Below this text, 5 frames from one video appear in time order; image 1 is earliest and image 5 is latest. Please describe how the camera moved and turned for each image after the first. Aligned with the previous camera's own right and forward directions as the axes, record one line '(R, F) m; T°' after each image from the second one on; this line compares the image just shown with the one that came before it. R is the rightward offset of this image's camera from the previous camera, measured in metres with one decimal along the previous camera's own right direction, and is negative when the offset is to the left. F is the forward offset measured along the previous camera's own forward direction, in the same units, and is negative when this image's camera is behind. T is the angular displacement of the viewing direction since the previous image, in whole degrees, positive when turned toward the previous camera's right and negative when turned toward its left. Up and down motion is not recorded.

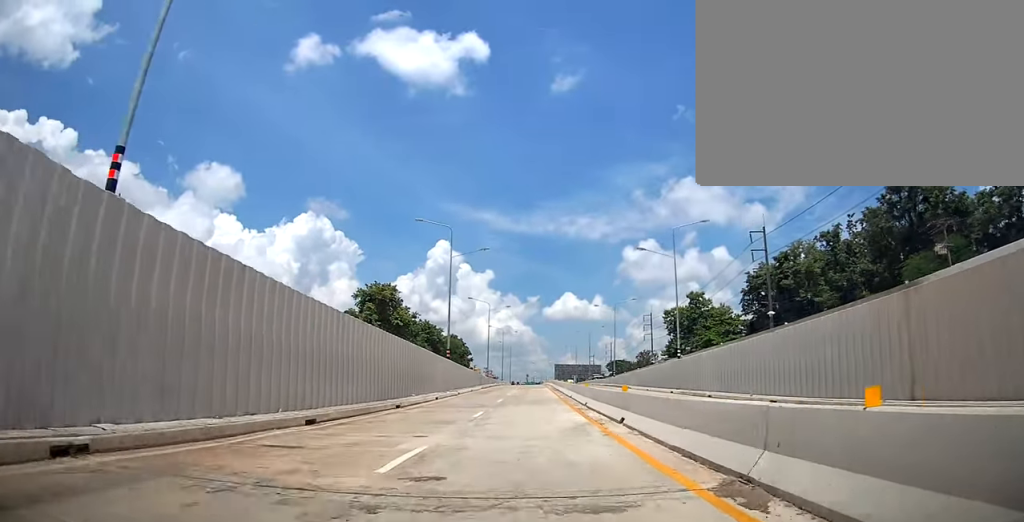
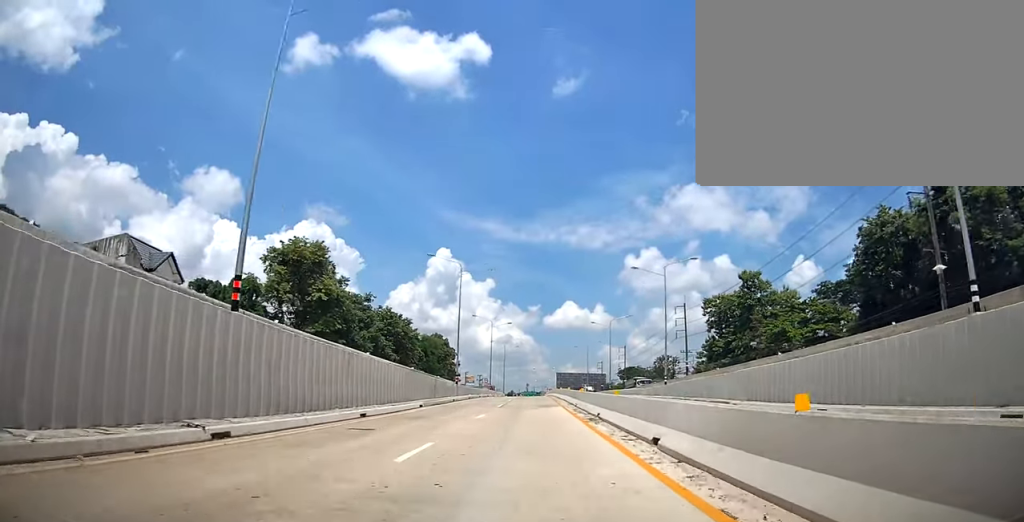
(-0.5, +34.9) m; +1°
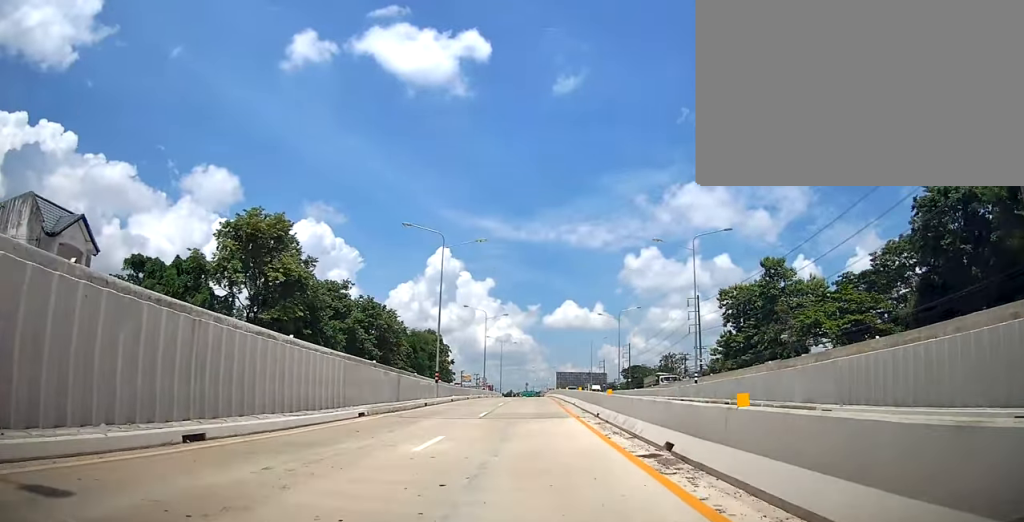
(+0.2, +10.9) m; +1°
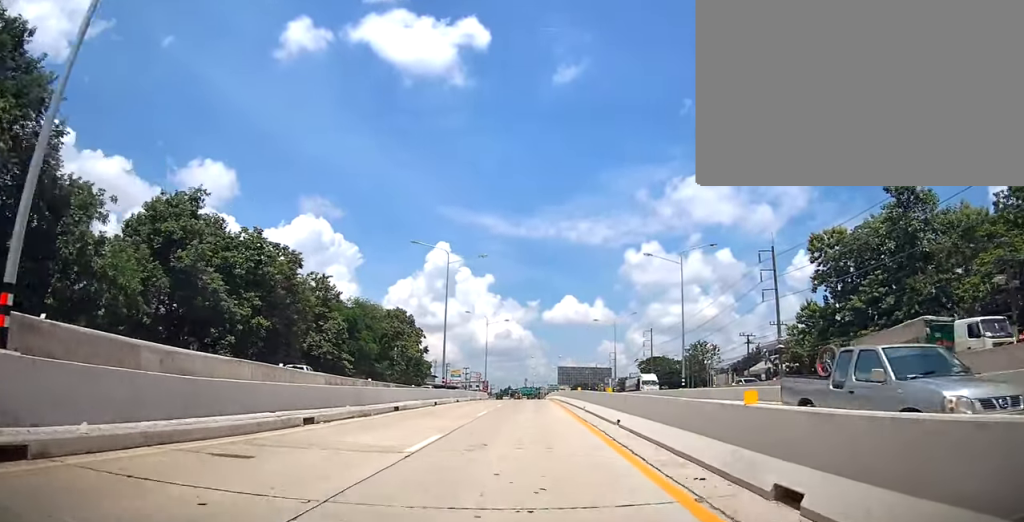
(+0.3, +36.9) m; 0°
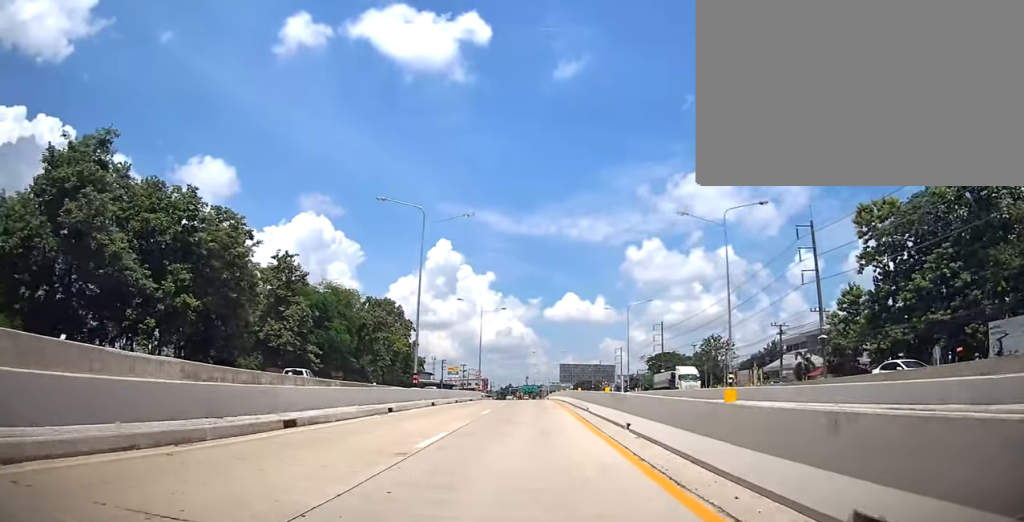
(0.0, +11.5) m; 0°
